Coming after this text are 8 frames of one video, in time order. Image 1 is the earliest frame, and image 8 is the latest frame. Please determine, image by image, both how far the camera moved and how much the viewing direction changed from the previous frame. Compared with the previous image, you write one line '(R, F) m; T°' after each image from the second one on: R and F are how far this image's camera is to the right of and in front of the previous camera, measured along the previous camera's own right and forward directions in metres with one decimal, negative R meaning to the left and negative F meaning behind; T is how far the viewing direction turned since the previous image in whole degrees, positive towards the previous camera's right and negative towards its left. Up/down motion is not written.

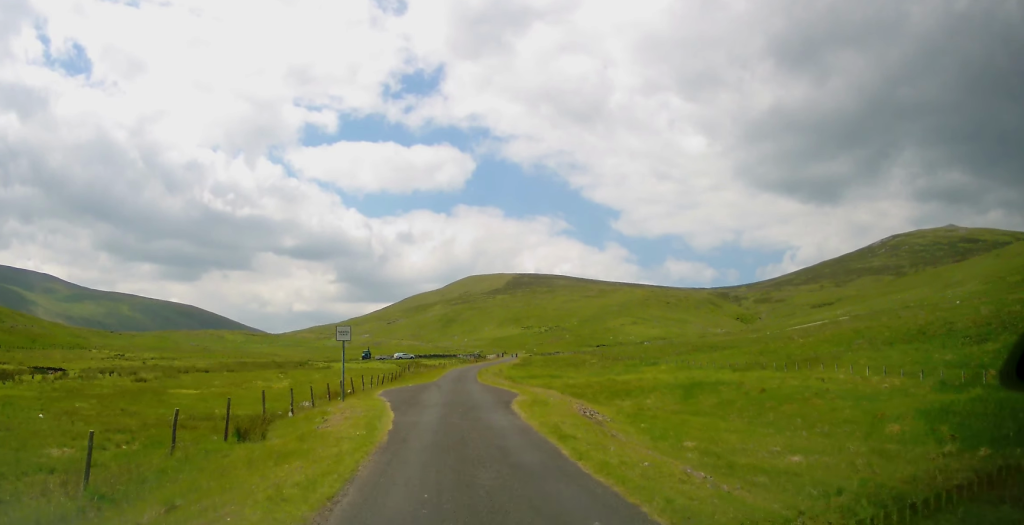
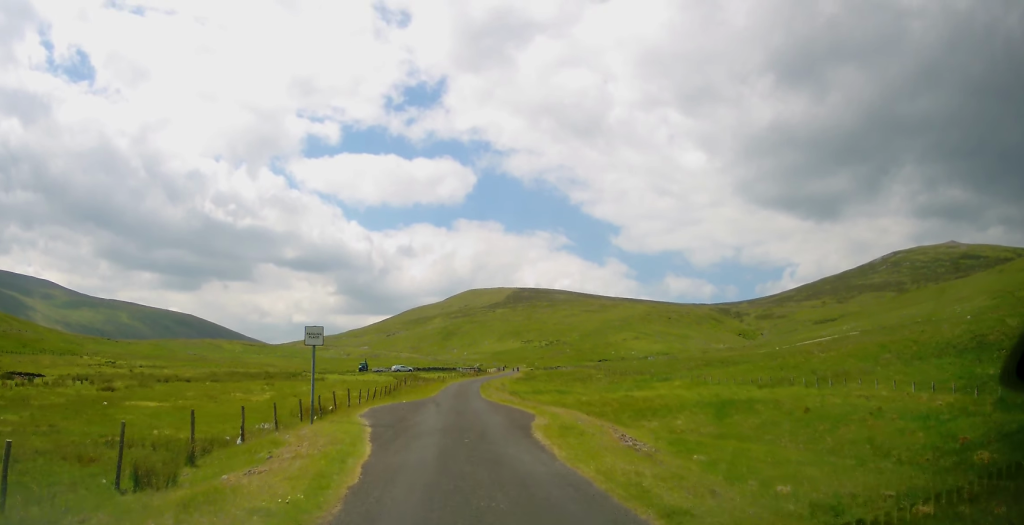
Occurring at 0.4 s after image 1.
(+0.3, +4.6) m; 0°
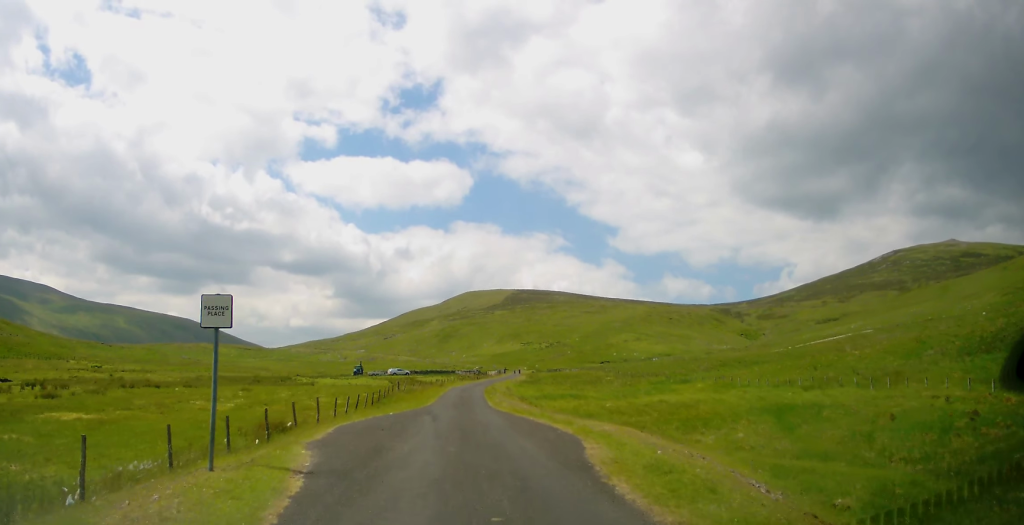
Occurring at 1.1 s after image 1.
(+0.3, +6.7) m; 0°
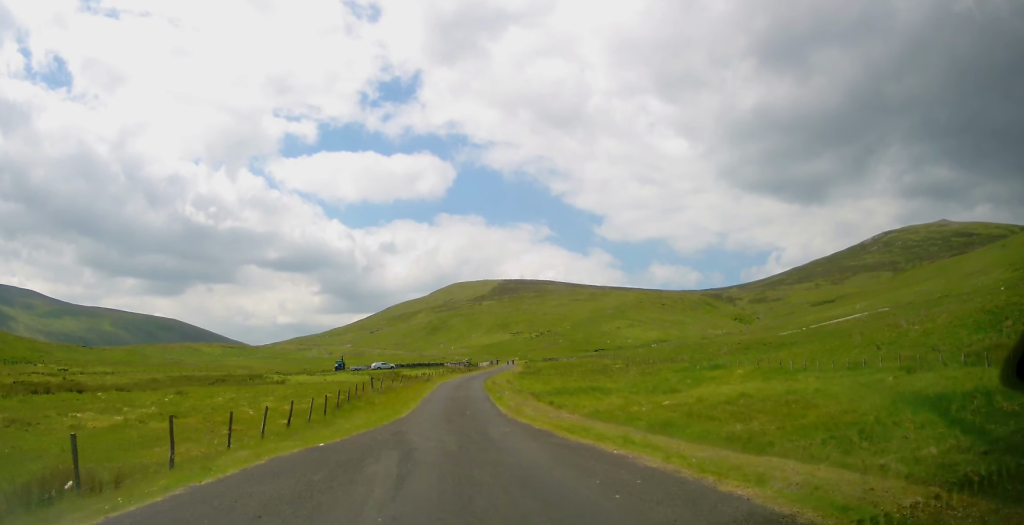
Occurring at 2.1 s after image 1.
(-0.4, +11.5) m; 0°
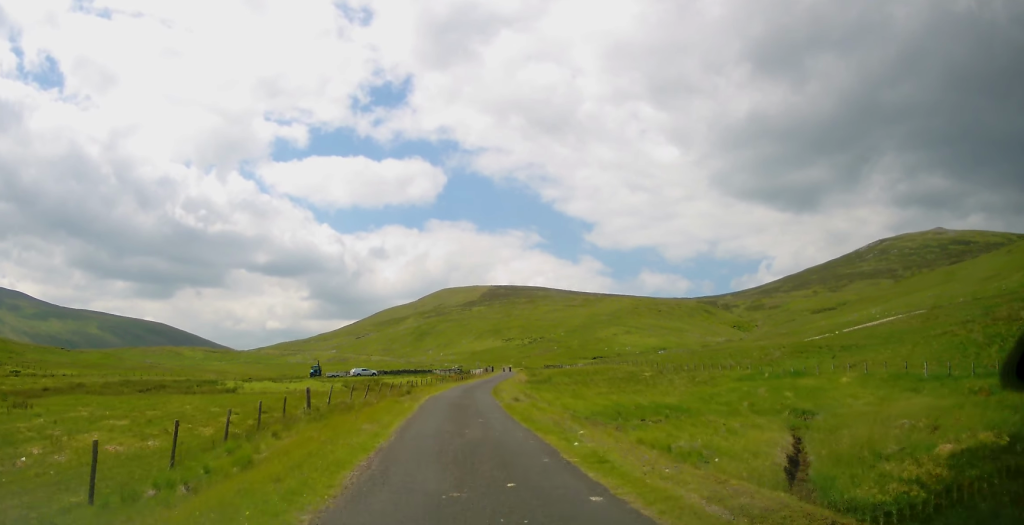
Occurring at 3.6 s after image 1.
(+0.7, +16.0) m; +3°
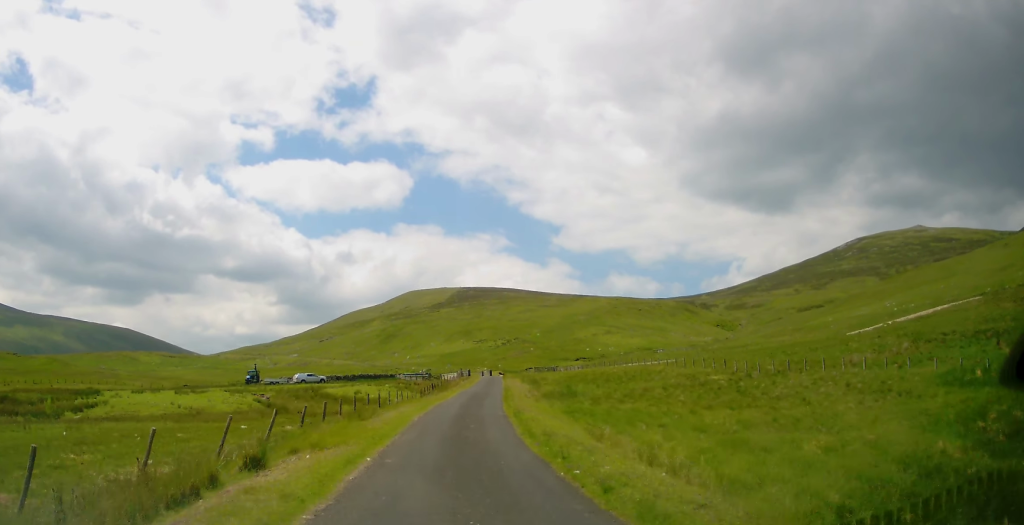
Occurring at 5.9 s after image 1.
(+0.1, +25.1) m; +3°
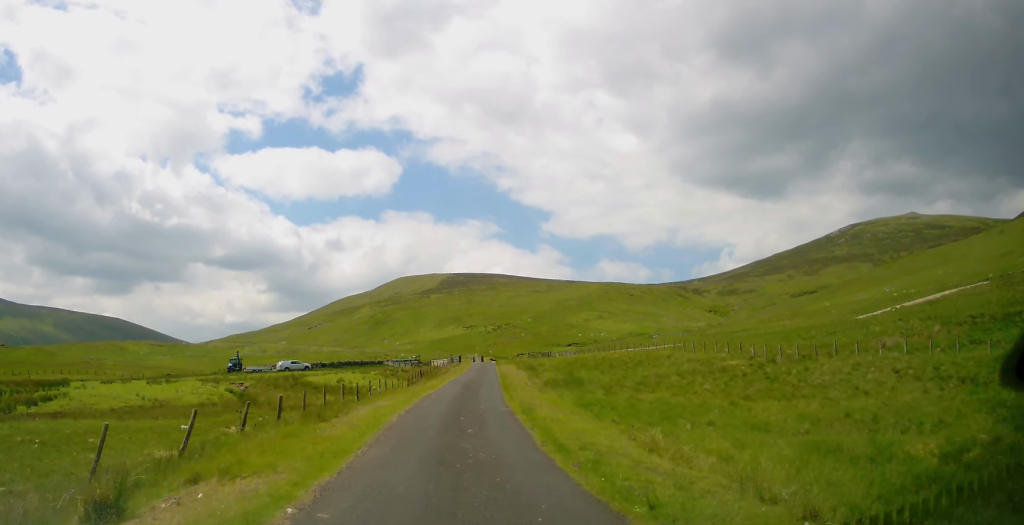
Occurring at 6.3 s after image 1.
(+0.1, +4.5) m; 0°
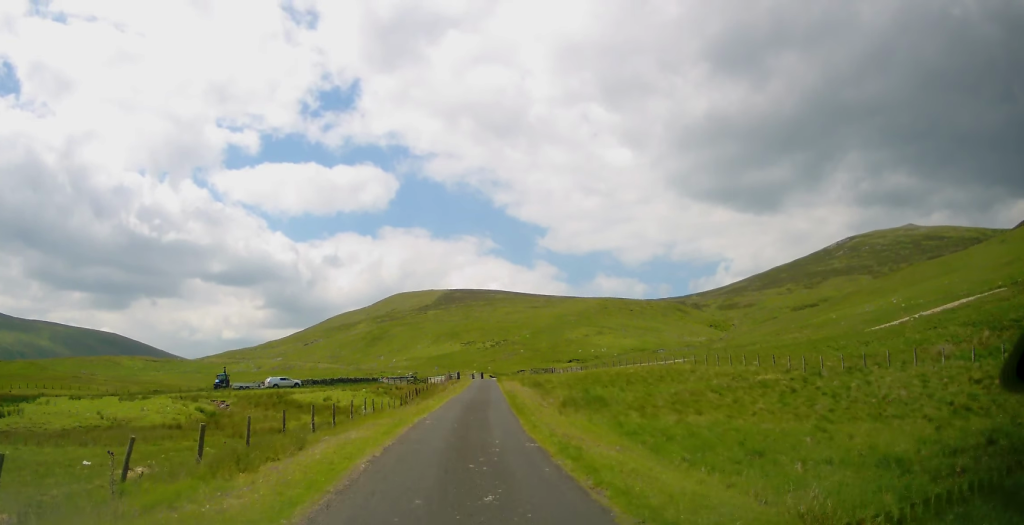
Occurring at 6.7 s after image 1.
(+0.3, +5.3) m; 0°
